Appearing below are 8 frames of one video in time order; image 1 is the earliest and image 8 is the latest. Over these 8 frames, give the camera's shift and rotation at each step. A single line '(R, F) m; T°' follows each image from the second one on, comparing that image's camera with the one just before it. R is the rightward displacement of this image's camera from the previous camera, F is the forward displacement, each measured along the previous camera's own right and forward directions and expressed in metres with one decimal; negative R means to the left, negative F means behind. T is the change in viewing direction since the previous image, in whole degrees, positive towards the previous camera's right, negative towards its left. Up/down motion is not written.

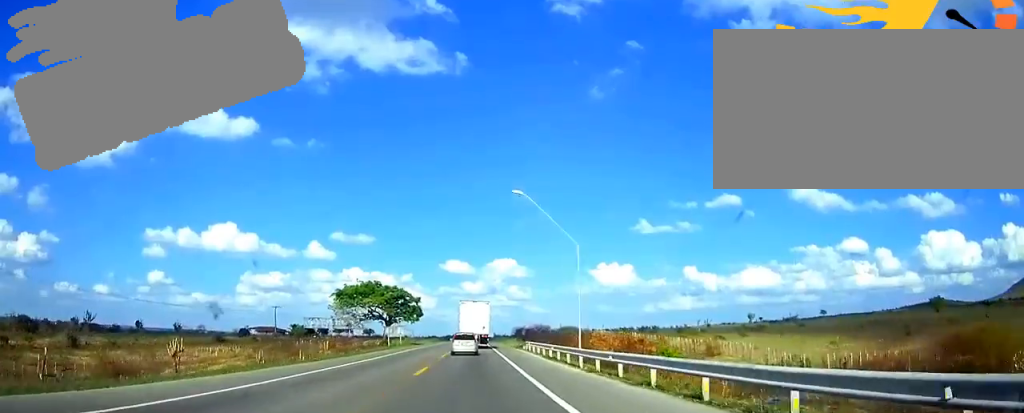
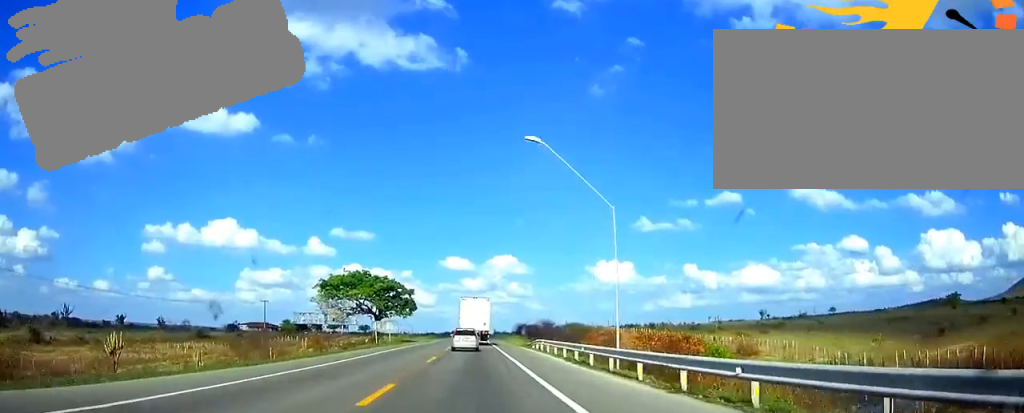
(0.0, +10.4) m; 0°
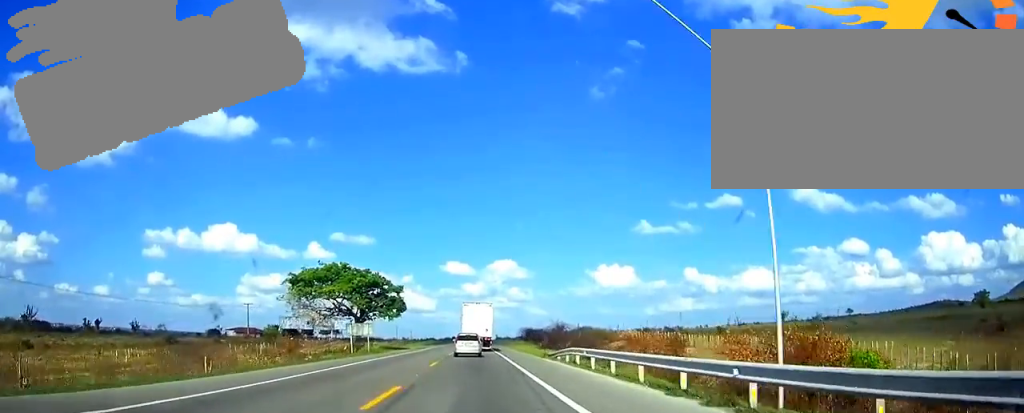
(+0.1, +15.7) m; 0°
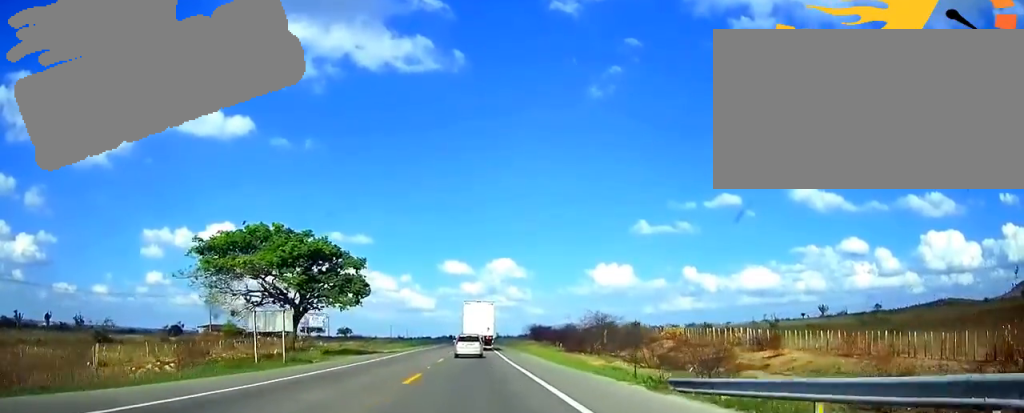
(-0.1, +26.1) m; 0°
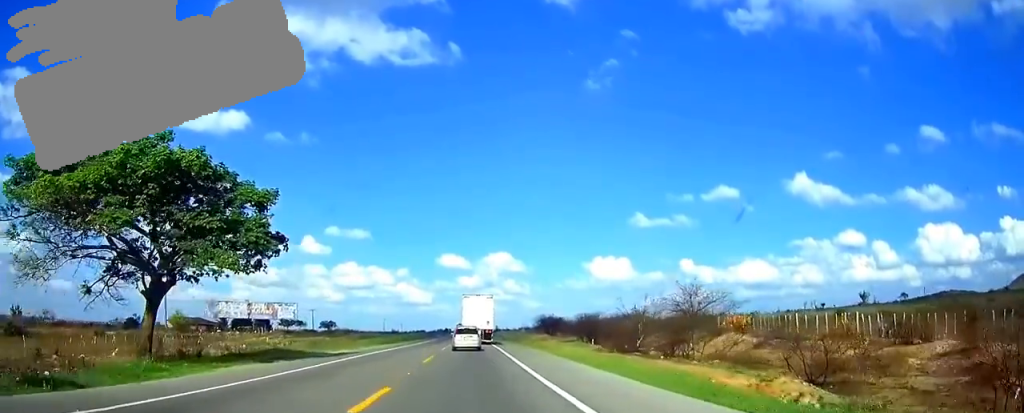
(+0.2, +23.0) m; 0°
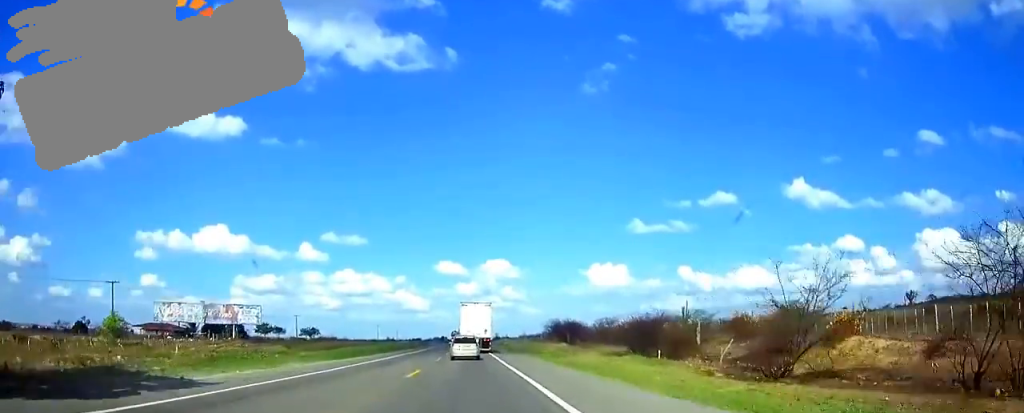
(-0.1, +21.5) m; 0°
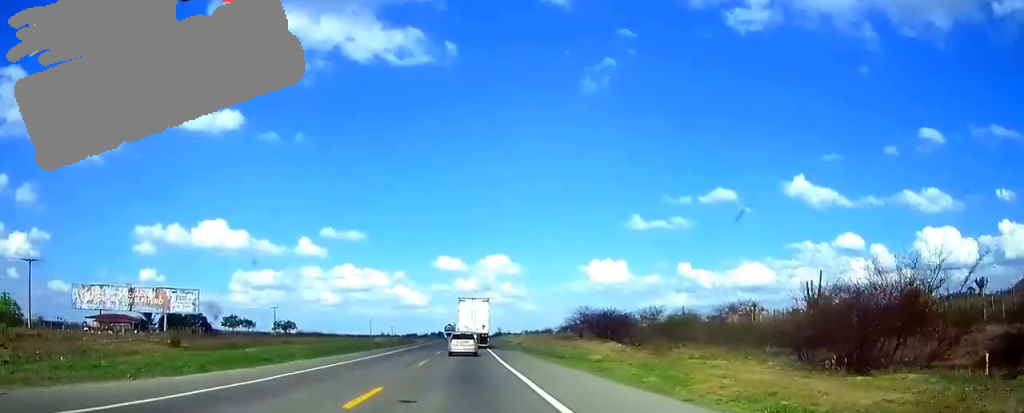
(+0.1, +25.9) m; 0°
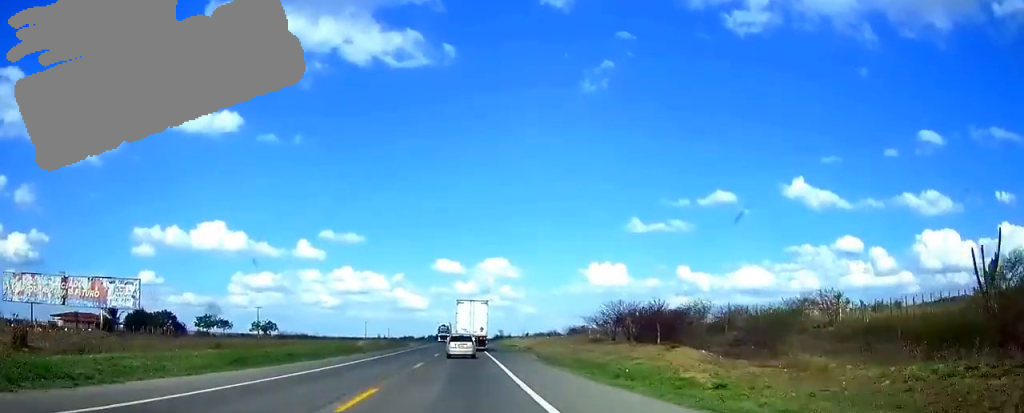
(0.0, +16.2) m; 0°
